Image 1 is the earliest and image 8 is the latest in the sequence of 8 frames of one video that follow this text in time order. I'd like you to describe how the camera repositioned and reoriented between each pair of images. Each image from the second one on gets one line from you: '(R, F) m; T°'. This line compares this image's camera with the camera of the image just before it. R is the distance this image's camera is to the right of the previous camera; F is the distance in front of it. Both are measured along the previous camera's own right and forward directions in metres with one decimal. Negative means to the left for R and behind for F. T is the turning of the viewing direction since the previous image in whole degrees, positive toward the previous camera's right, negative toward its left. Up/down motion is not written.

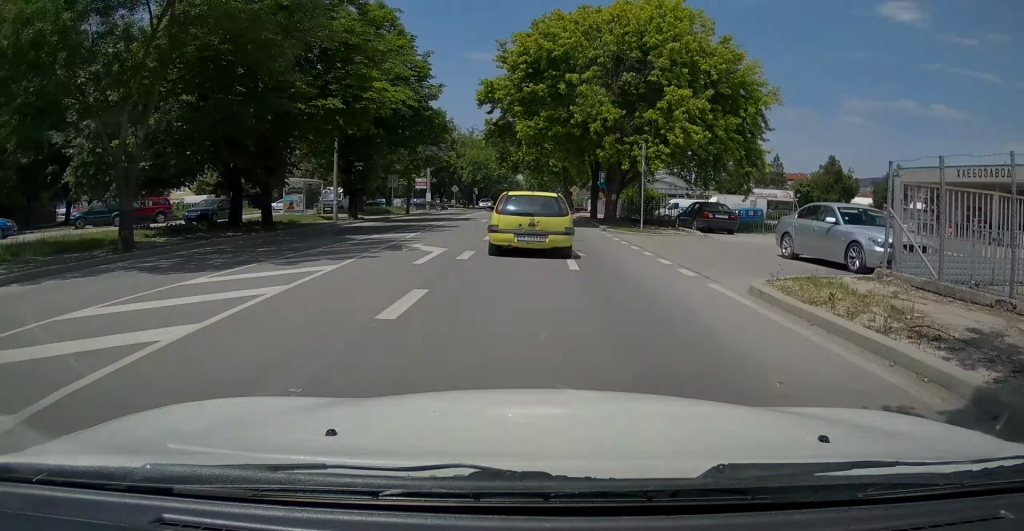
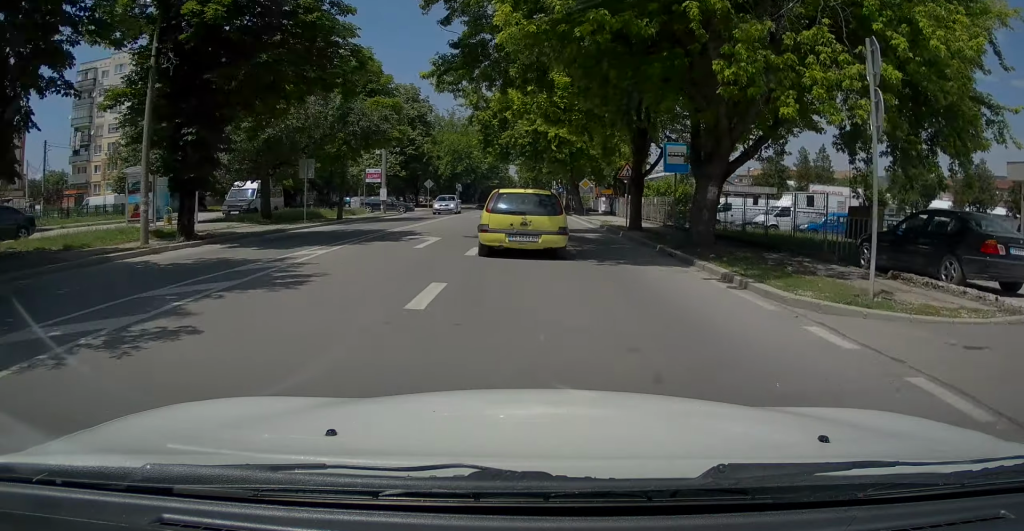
(+0.1, +17.0) m; +1°
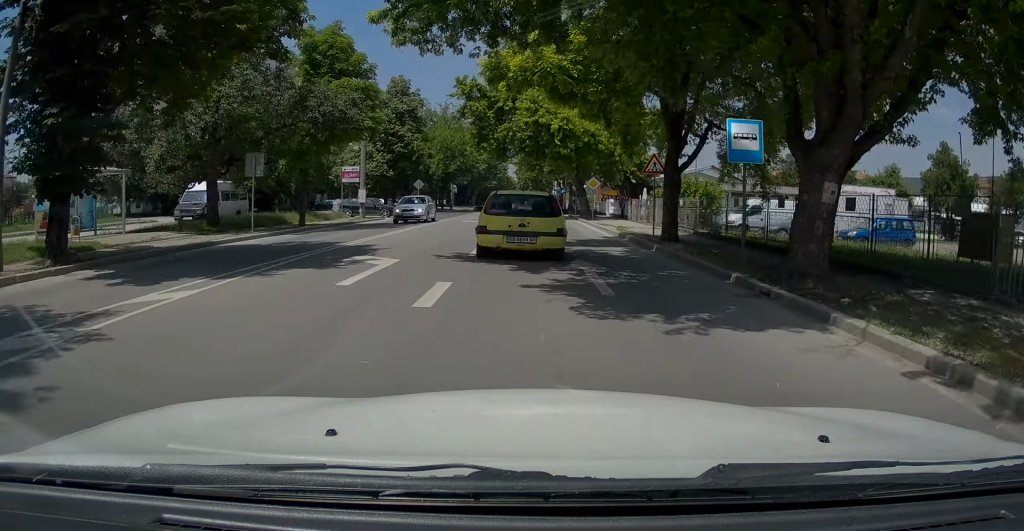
(0.0, +5.7) m; +1°
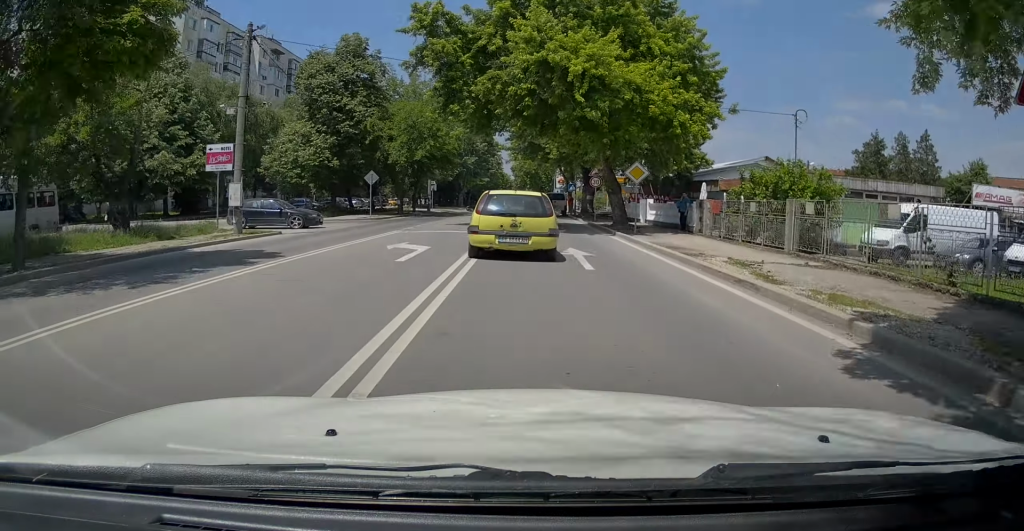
(+0.2, +16.7) m; +1°
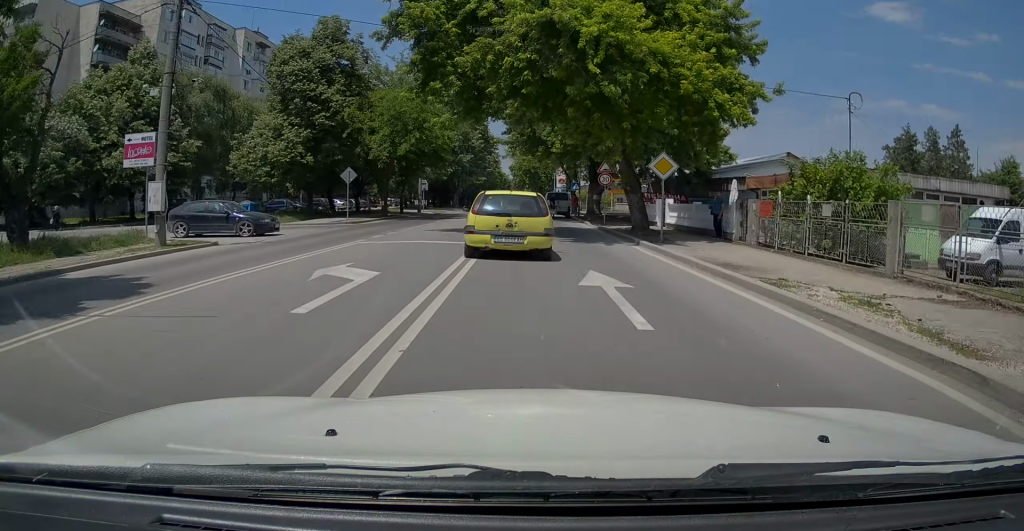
(-0.1, +4.8) m; 0°
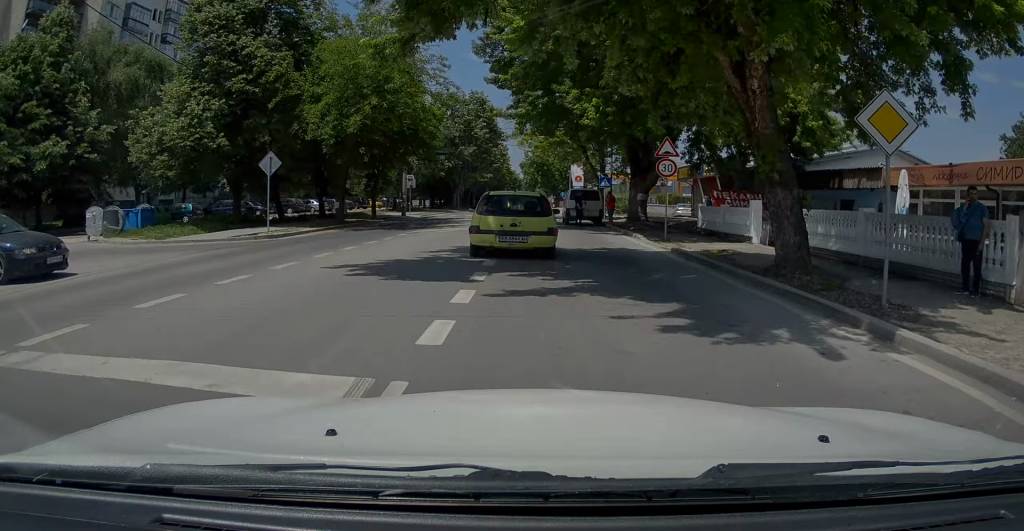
(+0.1, +12.4) m; -1°
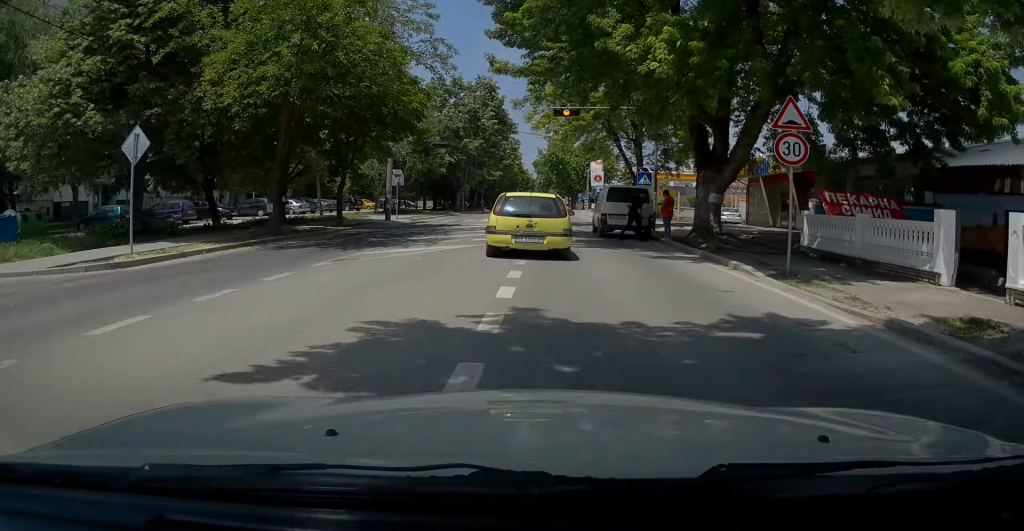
(-0.3, +9.5) m; -2°
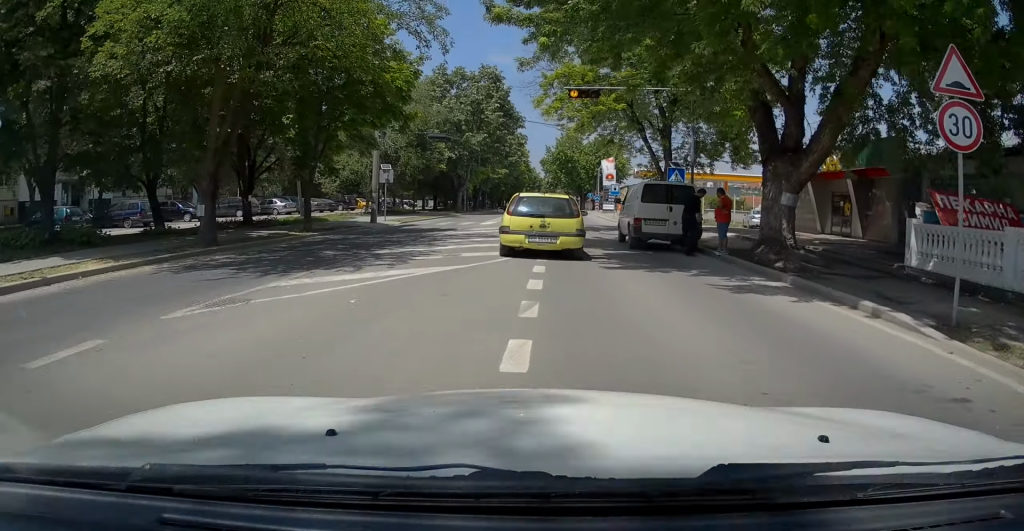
(0.0, +5.1) m; 0°
